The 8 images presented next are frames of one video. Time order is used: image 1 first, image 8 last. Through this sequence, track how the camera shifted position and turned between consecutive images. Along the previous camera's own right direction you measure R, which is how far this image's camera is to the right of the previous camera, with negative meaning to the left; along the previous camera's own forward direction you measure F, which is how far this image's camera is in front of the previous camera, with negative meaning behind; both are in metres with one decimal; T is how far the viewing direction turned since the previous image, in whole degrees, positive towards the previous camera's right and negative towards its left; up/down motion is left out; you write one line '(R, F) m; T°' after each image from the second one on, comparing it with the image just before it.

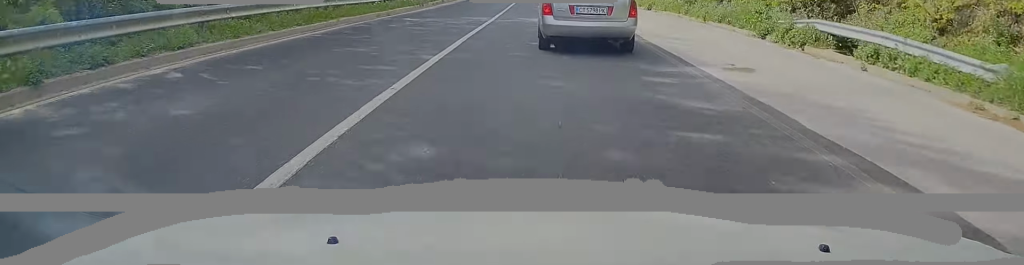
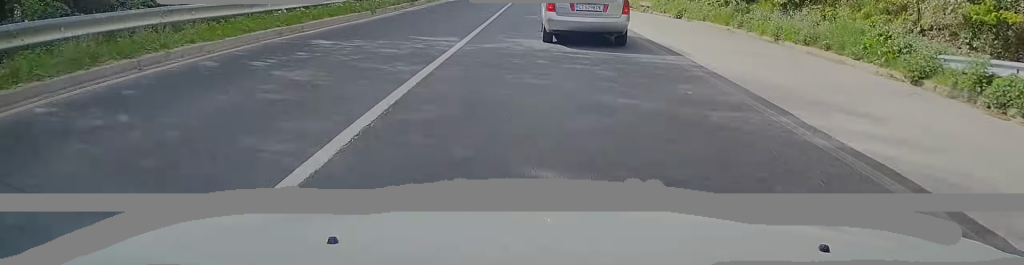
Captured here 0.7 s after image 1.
(+0.3, +8.8) m; 0°
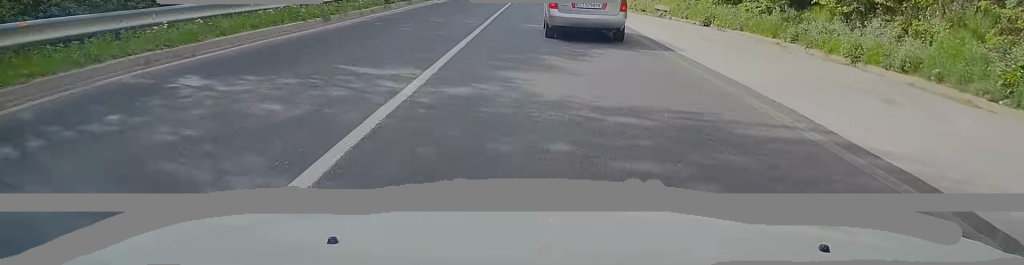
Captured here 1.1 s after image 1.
(-0.2, +5.0) m; 0°
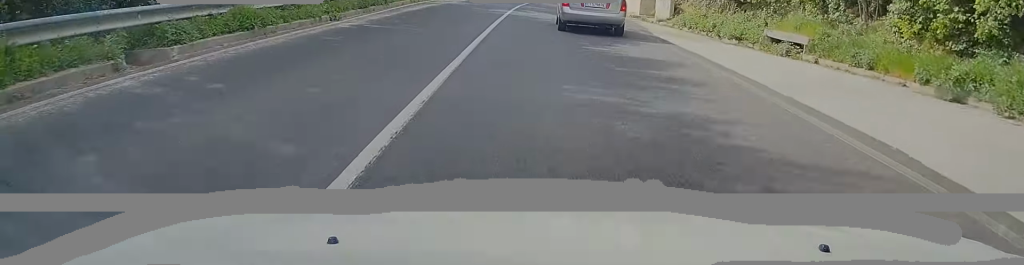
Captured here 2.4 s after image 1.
(-0.1, +16.1) m; 0°
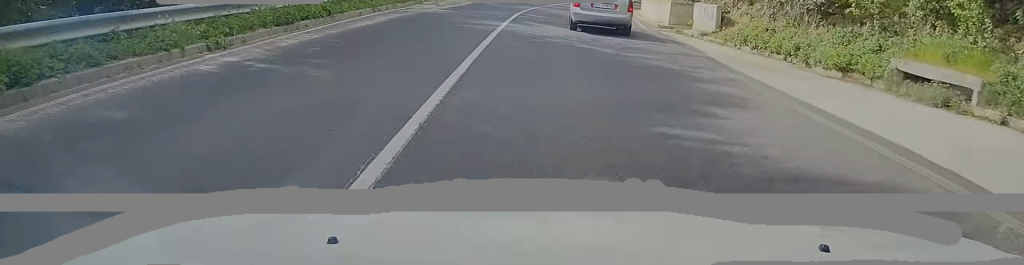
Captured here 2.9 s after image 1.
(0.0, +6.8) m; 0°
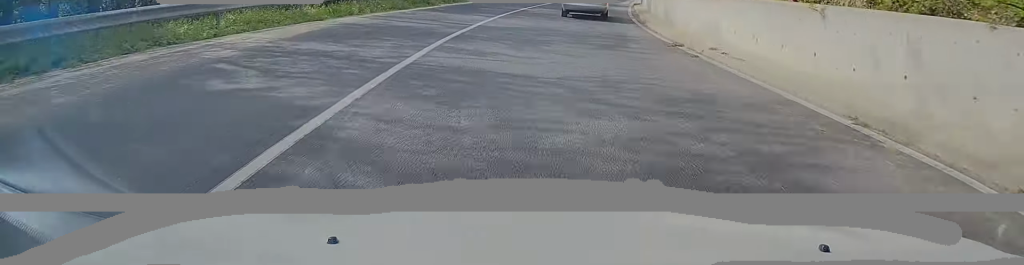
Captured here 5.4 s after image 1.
(+2.1, +32.0) m; +10°
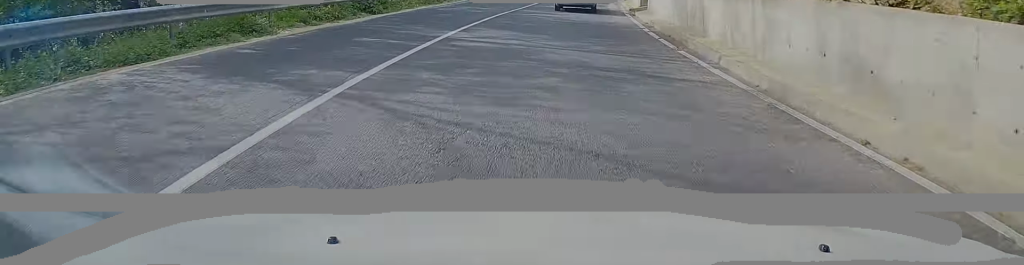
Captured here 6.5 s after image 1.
(+0.5, +14.8) m; +5°
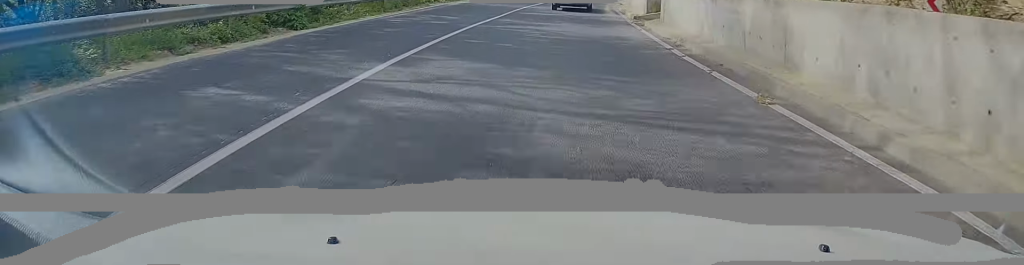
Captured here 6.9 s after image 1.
(+0.1, +5.9) m; +2°
